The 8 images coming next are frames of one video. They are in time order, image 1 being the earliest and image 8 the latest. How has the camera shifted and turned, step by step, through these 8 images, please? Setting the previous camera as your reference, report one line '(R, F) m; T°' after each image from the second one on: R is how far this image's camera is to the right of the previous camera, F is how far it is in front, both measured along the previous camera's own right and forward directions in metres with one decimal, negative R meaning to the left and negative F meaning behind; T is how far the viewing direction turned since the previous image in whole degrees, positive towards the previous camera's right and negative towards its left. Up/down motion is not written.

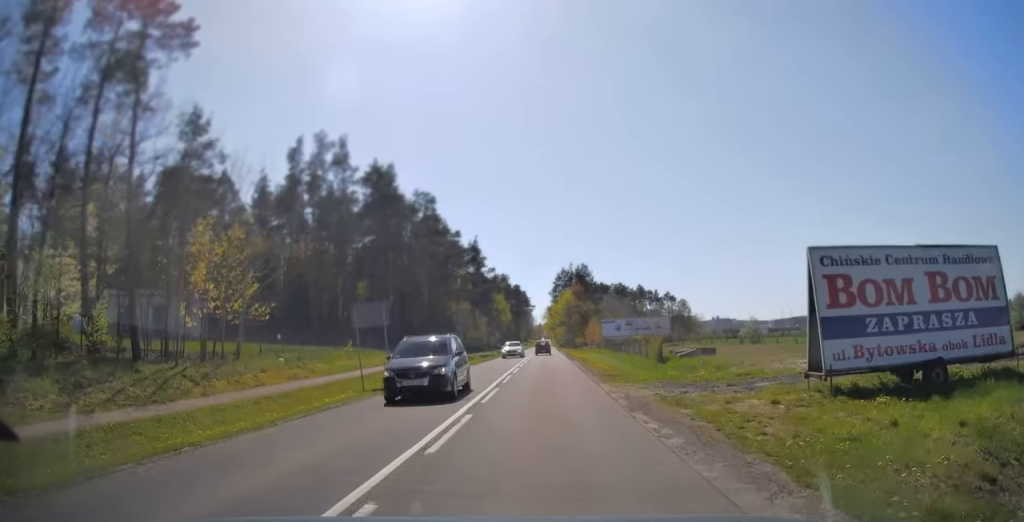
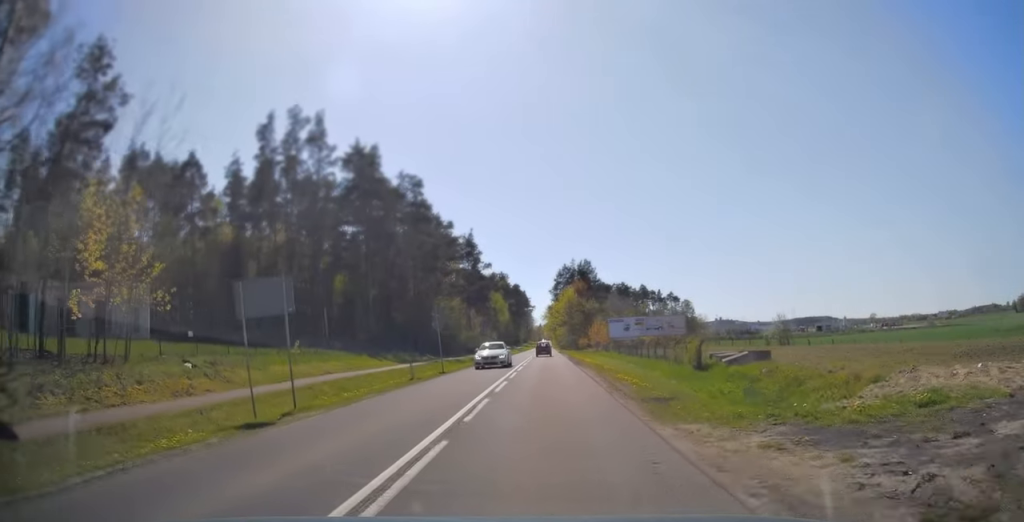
(0.0, +9.1) m; 0°
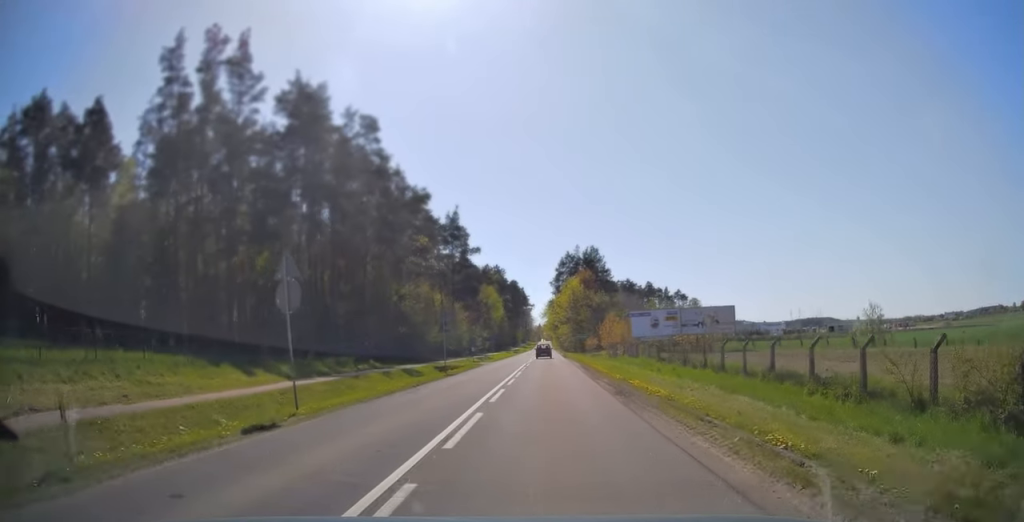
(+0.1, +20.3) m; 0°
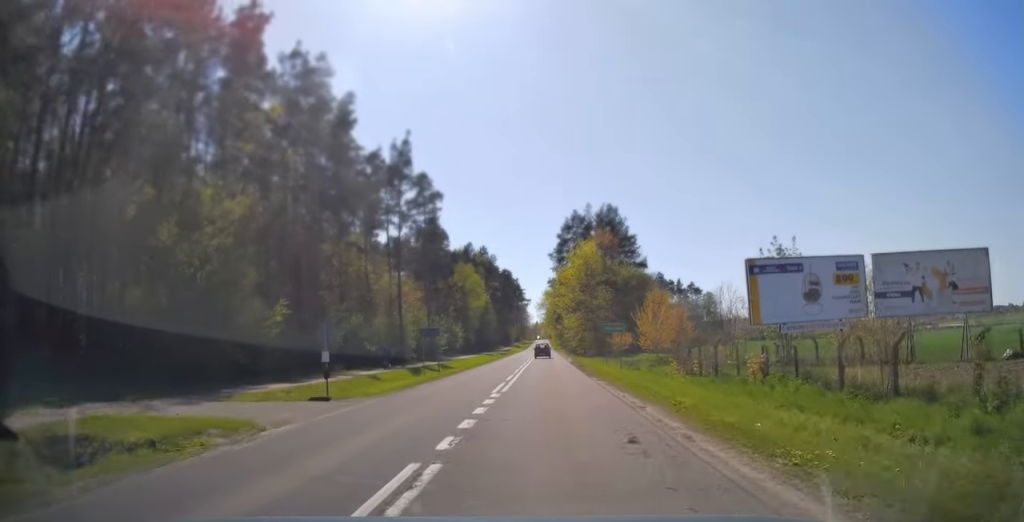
(-0.2, +35.4) m; 0°
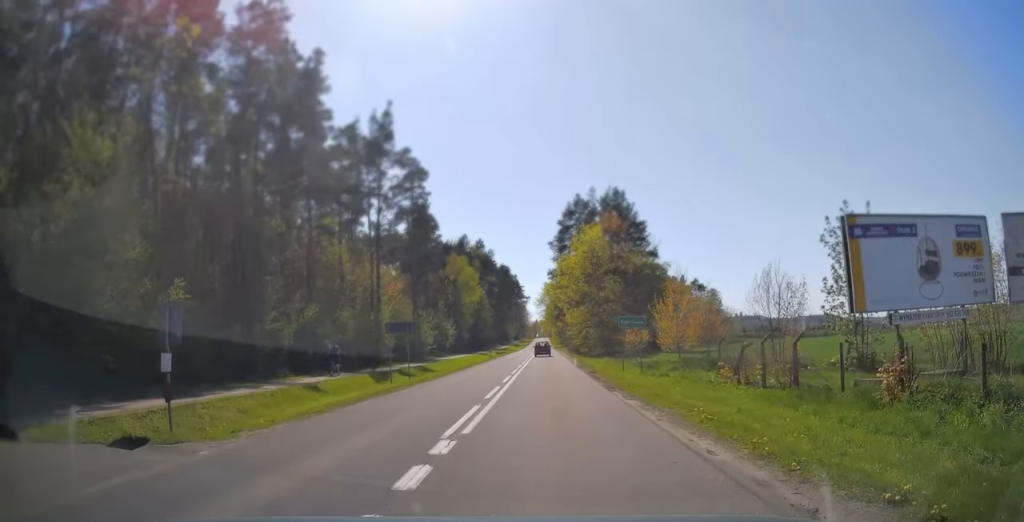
(+0.2, +8.0) m; 0°
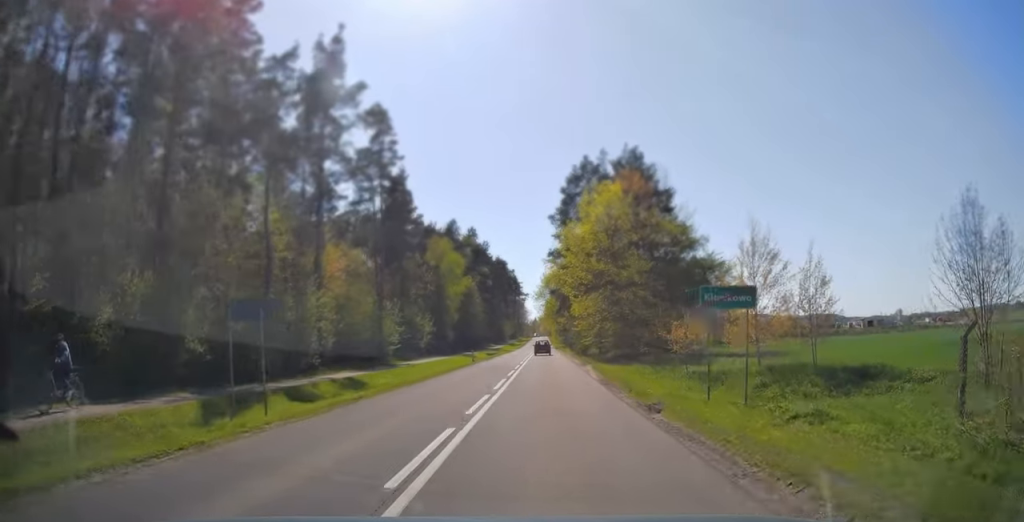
(-0.1, +15.2) m; 0°
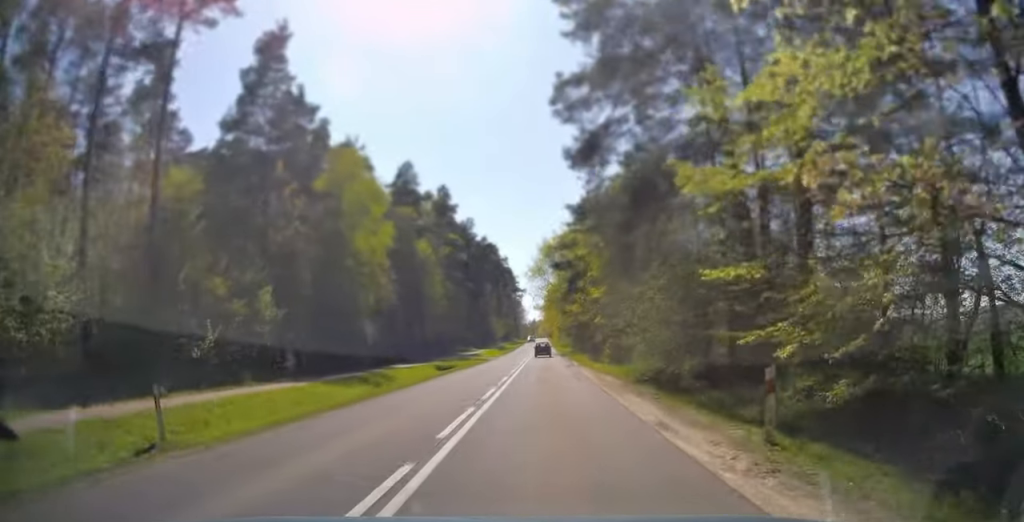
(+0.2, +38.6) m; +1°
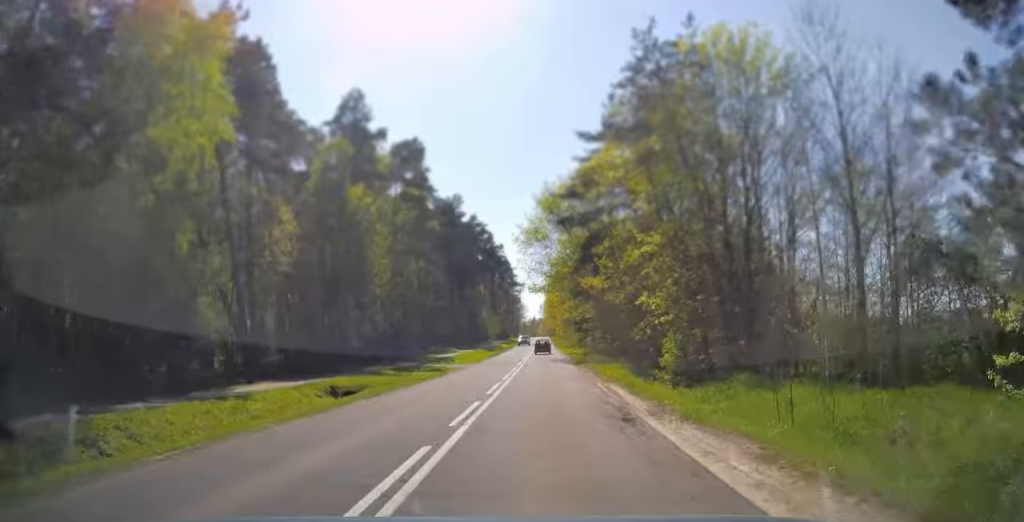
(-0.1, +22.8) m; -1°
